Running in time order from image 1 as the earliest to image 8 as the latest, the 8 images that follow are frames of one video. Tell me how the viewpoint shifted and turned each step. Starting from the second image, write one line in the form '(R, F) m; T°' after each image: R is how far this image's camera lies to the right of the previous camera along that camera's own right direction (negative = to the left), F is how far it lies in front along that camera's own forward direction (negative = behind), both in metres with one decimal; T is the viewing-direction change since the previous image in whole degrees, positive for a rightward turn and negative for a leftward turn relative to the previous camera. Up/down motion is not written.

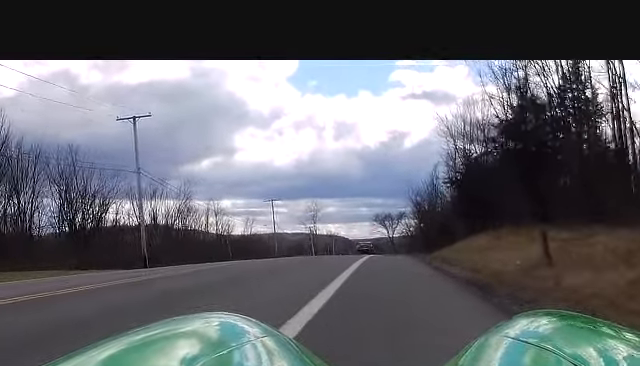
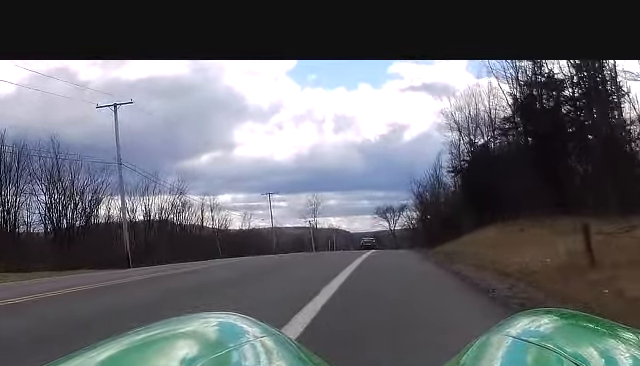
(0.0, +4.3) m; +1°
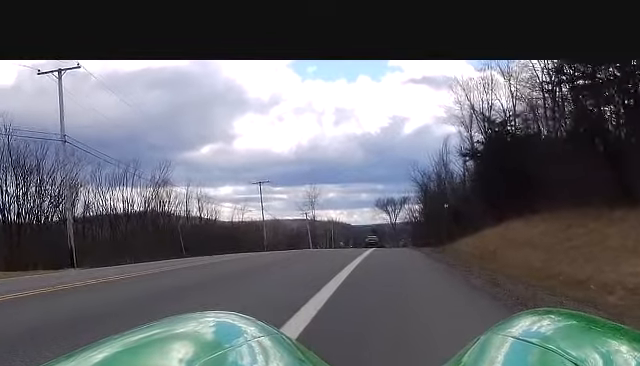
(+0.2, +9.7) m; +1°
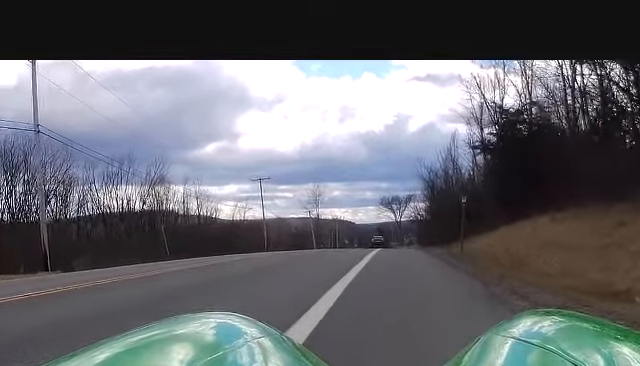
(0.0, +4.1) m; 0°
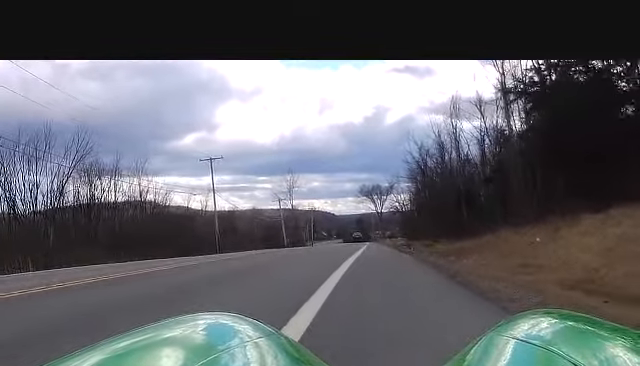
(-0.8, +19.2) m; -3°
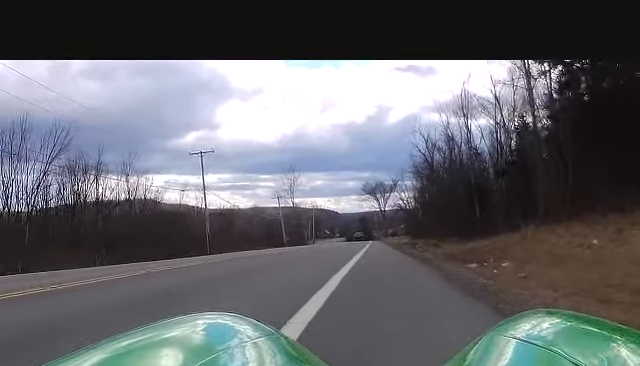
(+0.1, +6.0) m; -1°
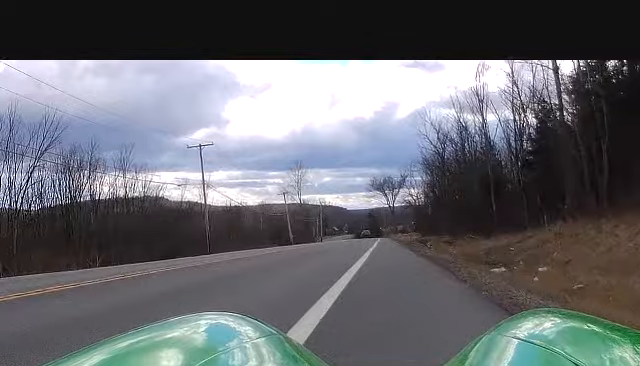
(-0.2, +4.0) m; -1°
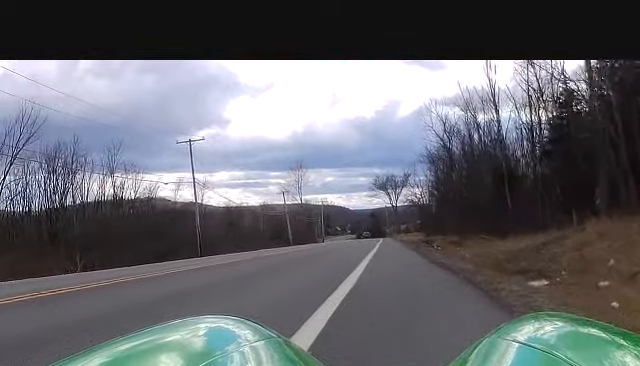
(-0.1, +4.7) m; 0°
